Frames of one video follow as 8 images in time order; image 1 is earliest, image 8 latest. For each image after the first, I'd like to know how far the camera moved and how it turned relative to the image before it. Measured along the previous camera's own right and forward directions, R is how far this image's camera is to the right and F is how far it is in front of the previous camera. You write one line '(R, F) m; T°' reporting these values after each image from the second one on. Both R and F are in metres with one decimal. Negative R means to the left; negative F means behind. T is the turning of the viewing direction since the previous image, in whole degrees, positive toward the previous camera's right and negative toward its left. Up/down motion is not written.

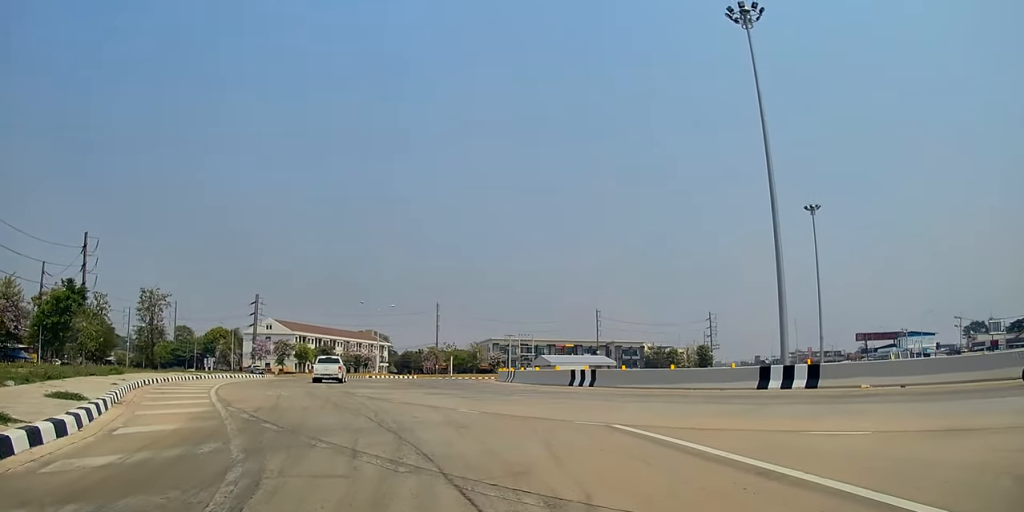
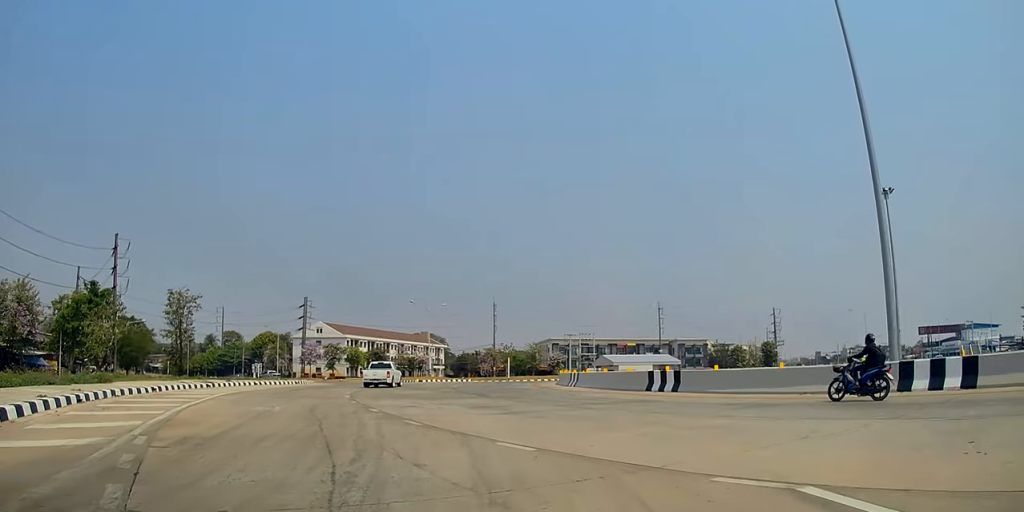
(-0.4, +7.1) m; -5°
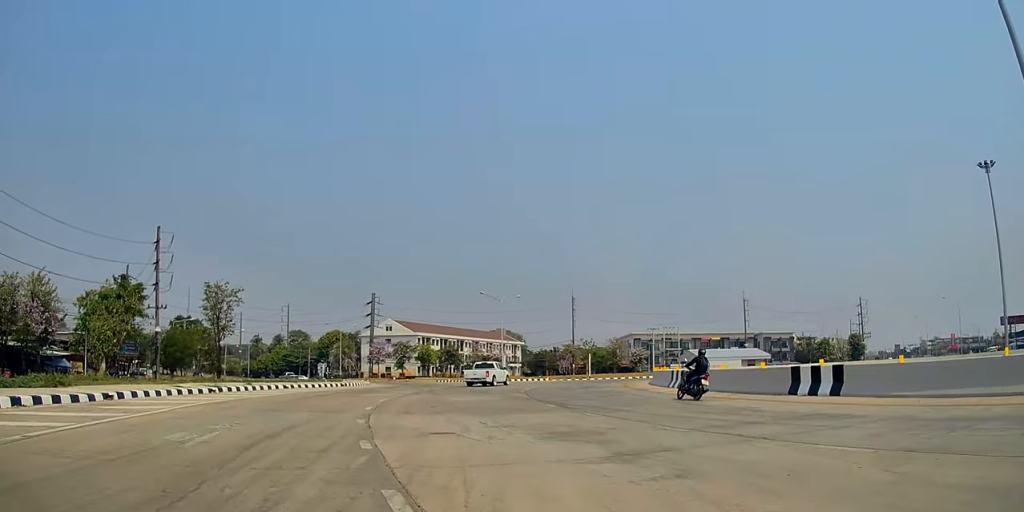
(-0.4, +8.0) m; -11°
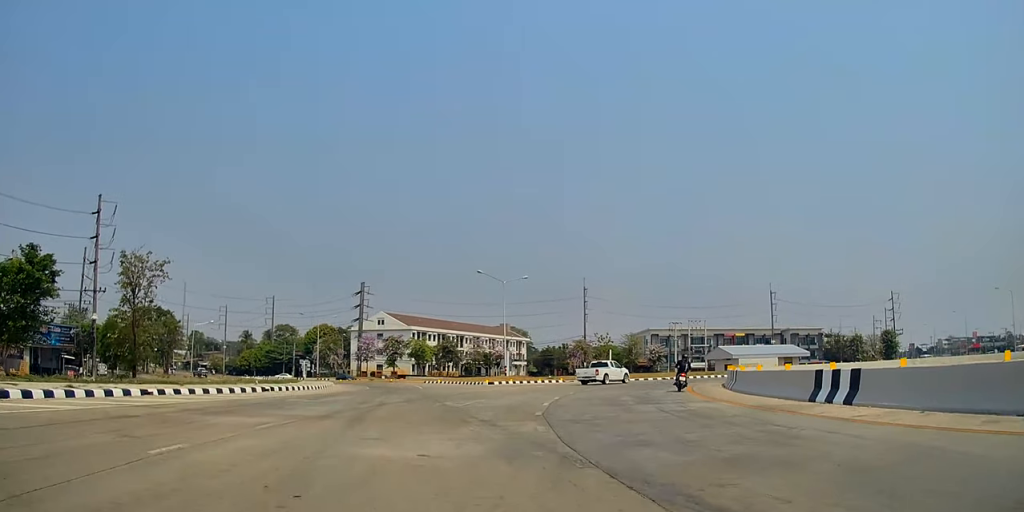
(-2.1, +12.8) m; -9°
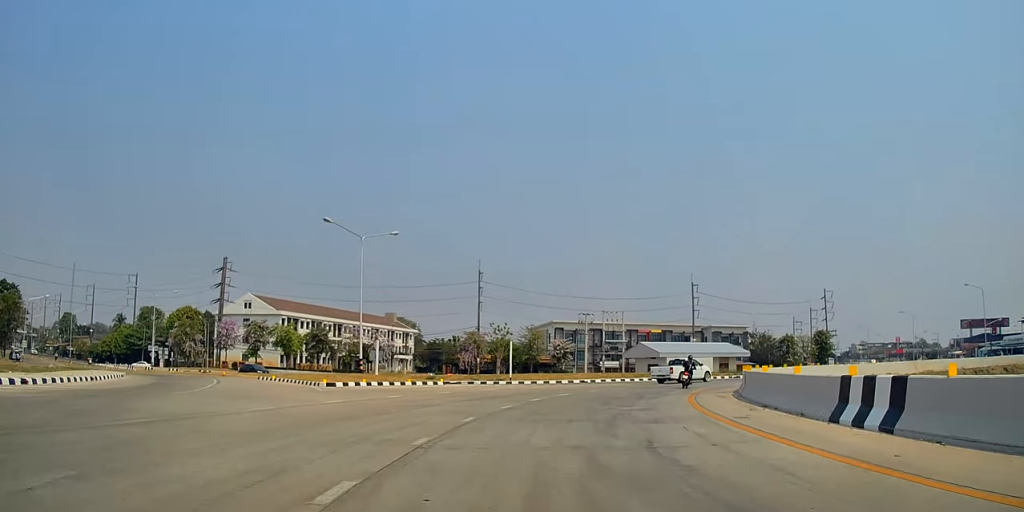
(+0.2, +15.2) m; +4°
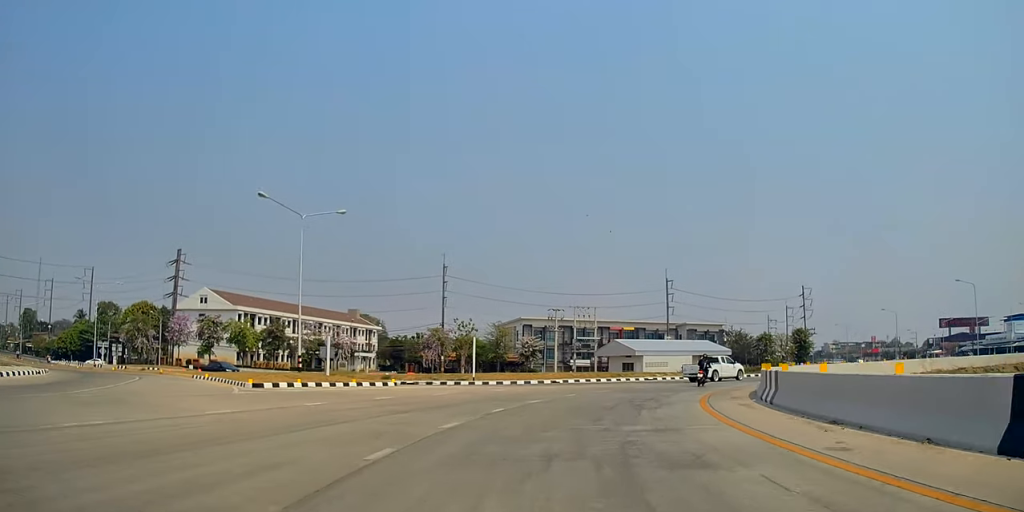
(+0.3, +5.0) m; +4°
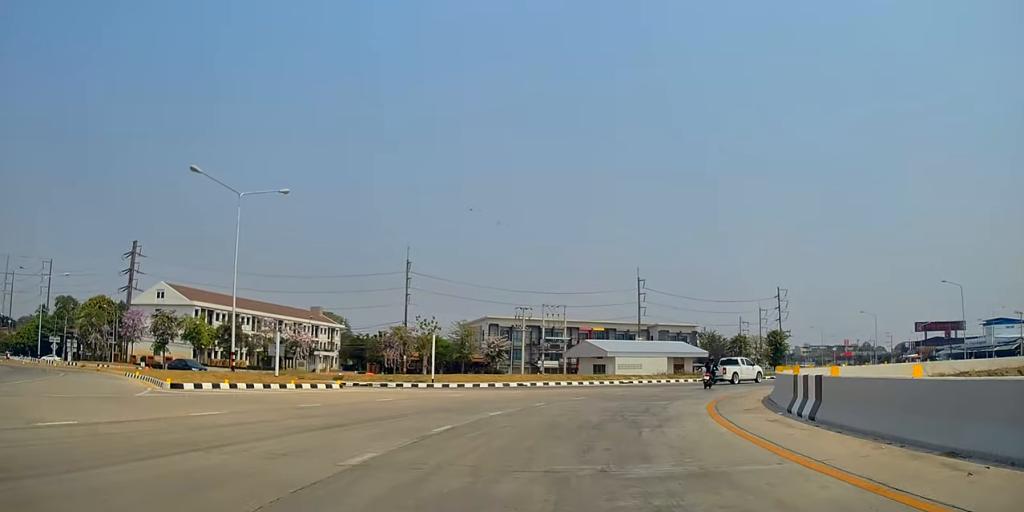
(+0.1, +4.2) m; +2°
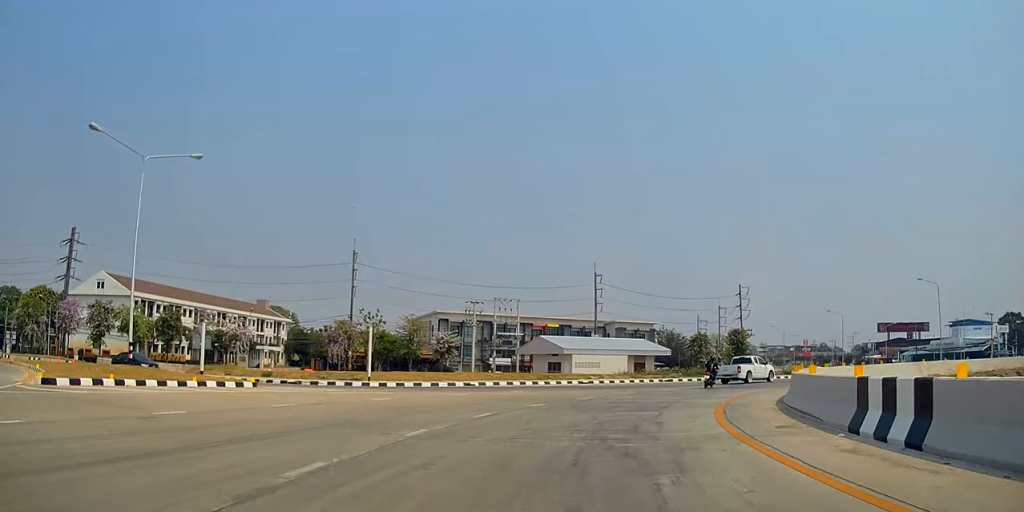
(-0.1, +4.5) m; +3°
